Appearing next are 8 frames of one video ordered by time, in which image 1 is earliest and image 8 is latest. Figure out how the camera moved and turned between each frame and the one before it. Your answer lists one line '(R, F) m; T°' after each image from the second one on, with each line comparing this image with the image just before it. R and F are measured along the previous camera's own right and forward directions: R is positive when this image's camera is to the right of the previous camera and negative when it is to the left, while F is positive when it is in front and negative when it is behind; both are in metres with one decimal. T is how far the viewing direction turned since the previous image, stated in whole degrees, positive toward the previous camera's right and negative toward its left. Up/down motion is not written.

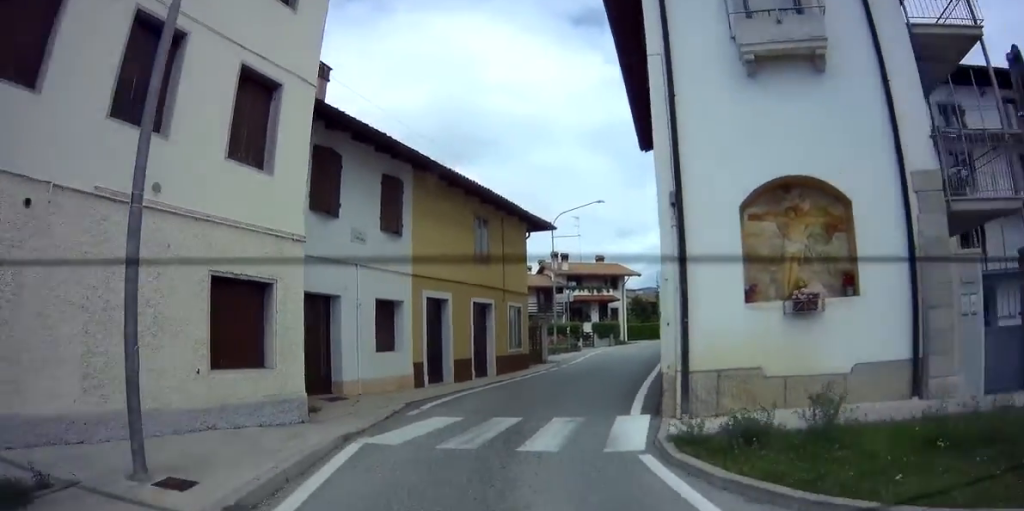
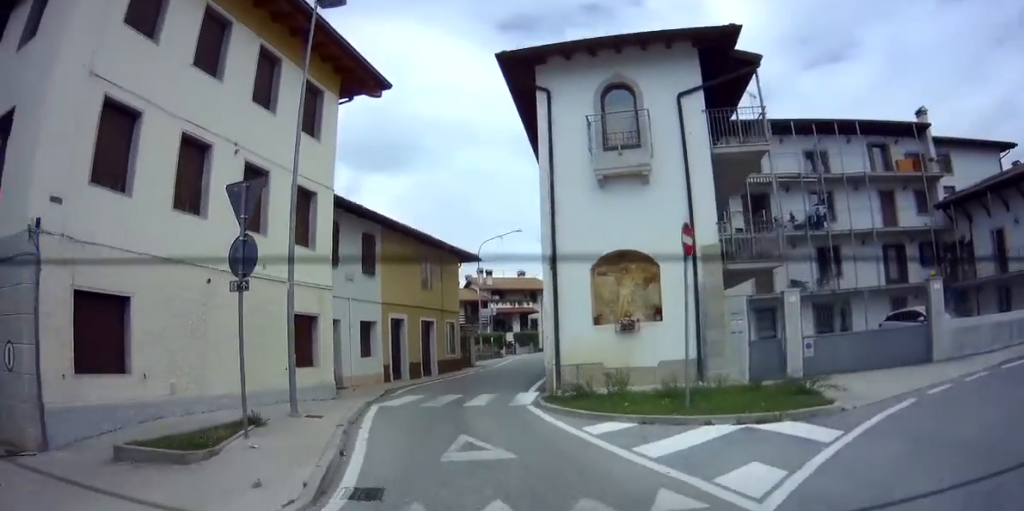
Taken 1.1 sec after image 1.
(+0.4, +5.7) m; +10°
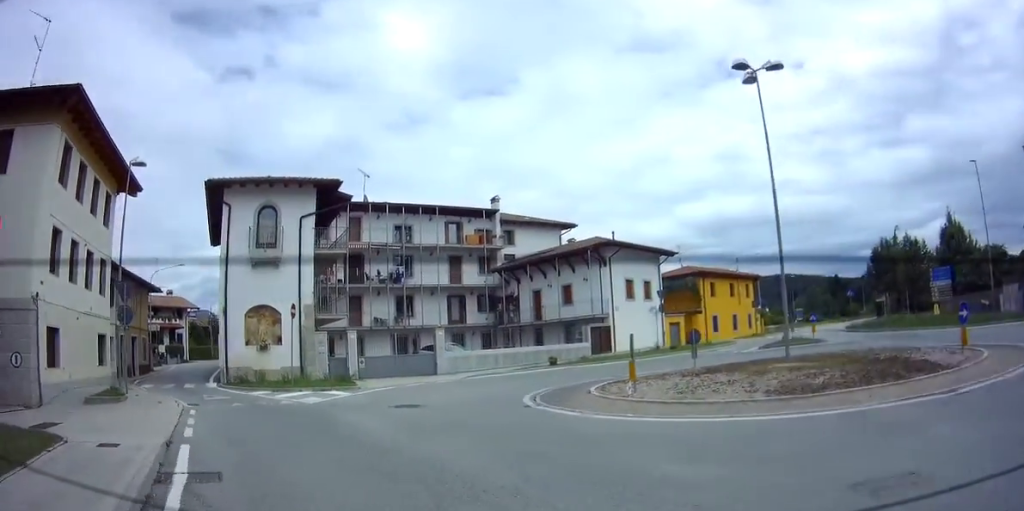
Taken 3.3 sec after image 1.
(+2.7, +12.0) m; +36°
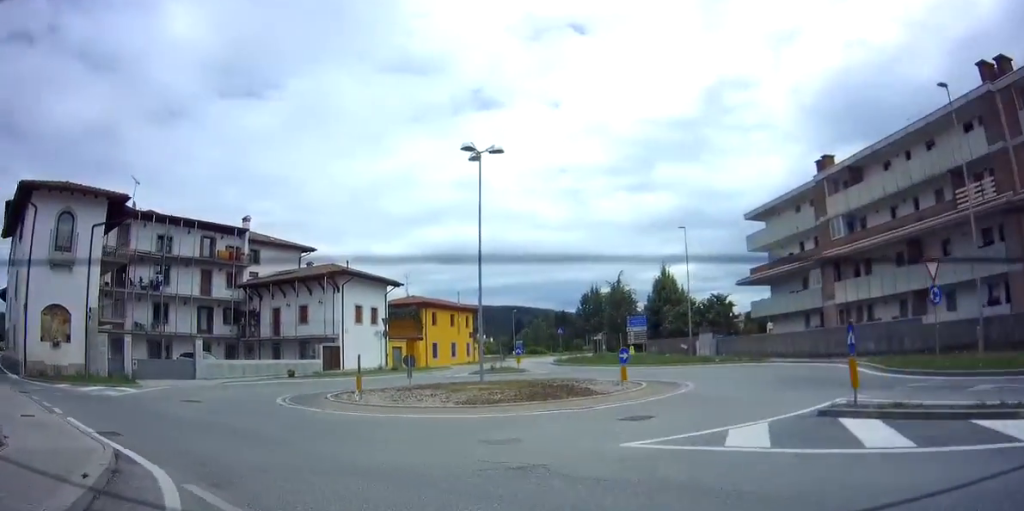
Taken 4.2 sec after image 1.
(+1.1, +4.7) m; +21°
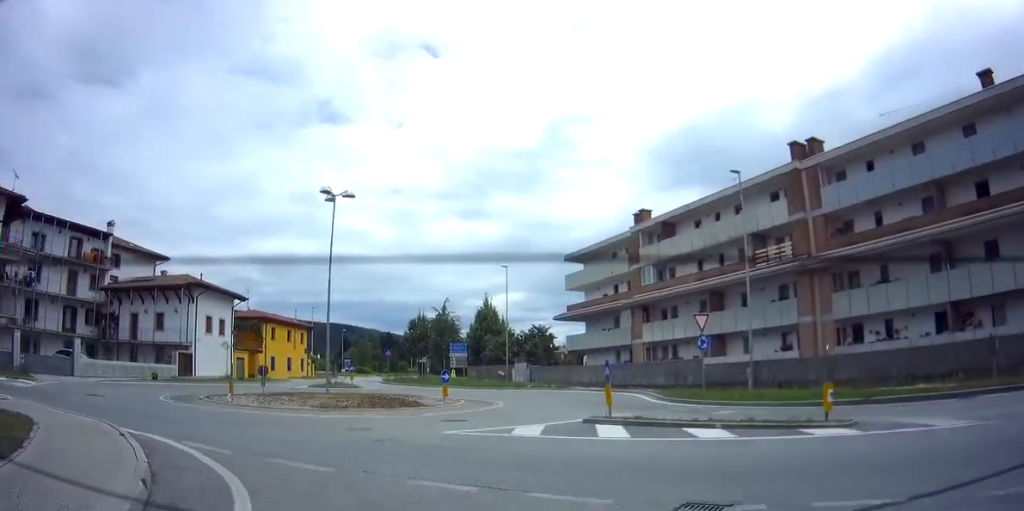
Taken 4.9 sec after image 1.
(+0.6, +4.3) m; +11°
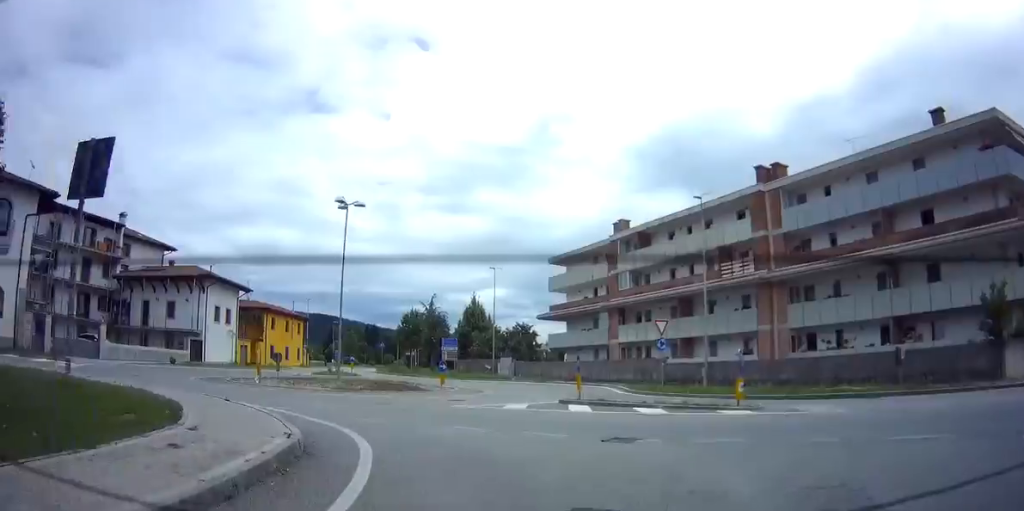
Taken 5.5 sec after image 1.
(+0.2, +3.8) m; +5°
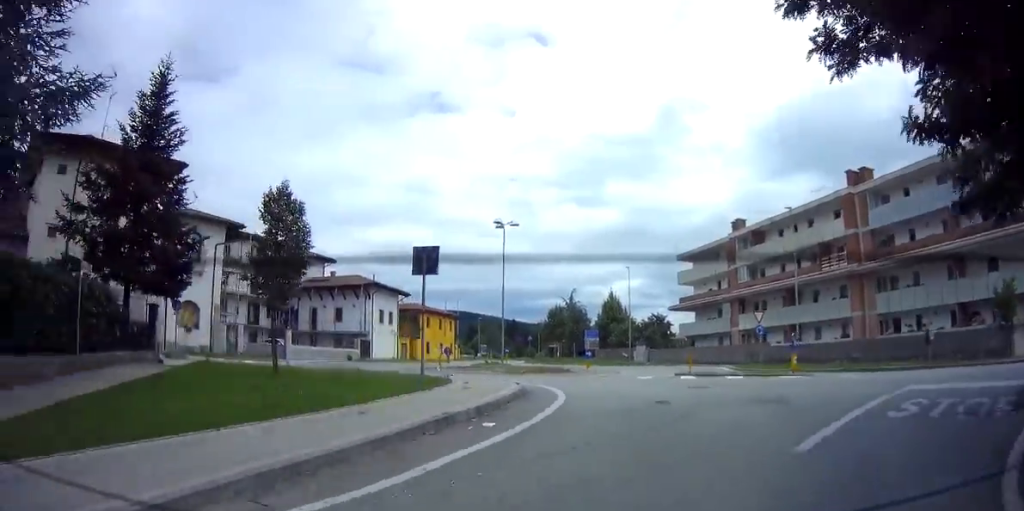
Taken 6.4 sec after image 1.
(+0.1, +6.7) m; -4°
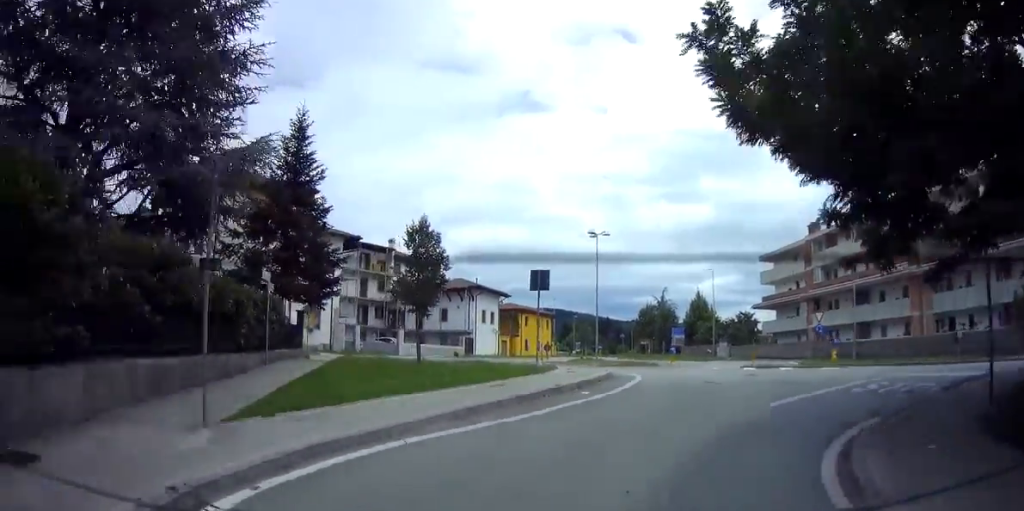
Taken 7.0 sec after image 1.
(-0.4, +4.8) m; -8°
